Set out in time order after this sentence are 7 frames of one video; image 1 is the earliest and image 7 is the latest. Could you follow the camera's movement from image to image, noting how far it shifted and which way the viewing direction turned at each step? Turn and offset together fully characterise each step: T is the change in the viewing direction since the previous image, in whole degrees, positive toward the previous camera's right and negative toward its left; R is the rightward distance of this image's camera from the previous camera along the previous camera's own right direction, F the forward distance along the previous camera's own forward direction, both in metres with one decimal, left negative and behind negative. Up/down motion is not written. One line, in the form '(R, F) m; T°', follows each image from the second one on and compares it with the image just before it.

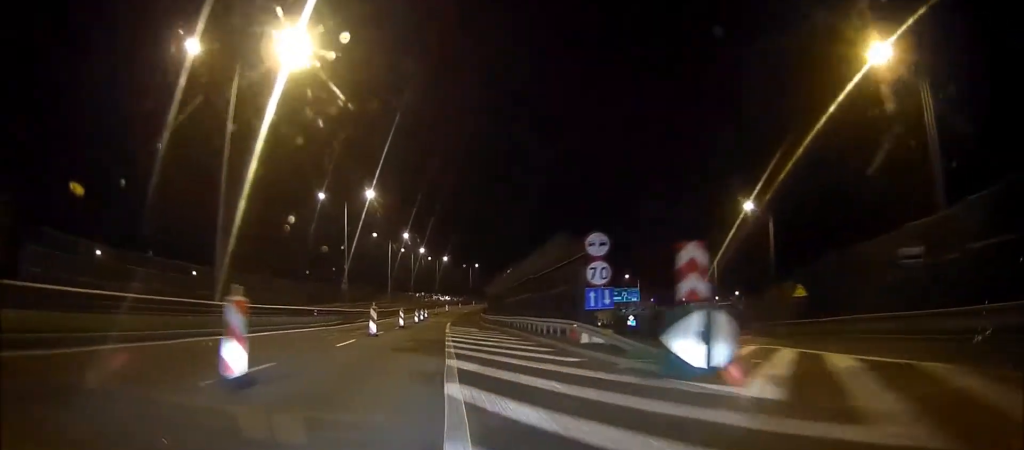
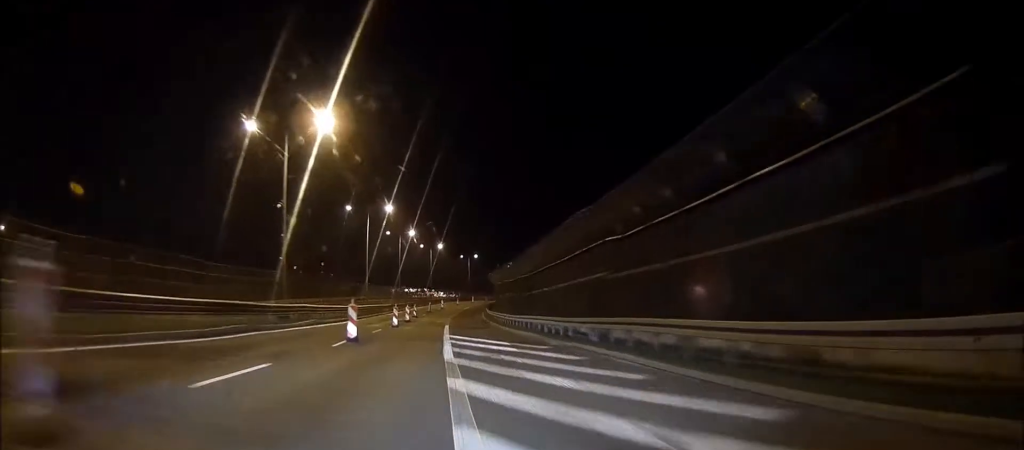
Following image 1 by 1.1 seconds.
(+0.2, +23.9) m; +1°
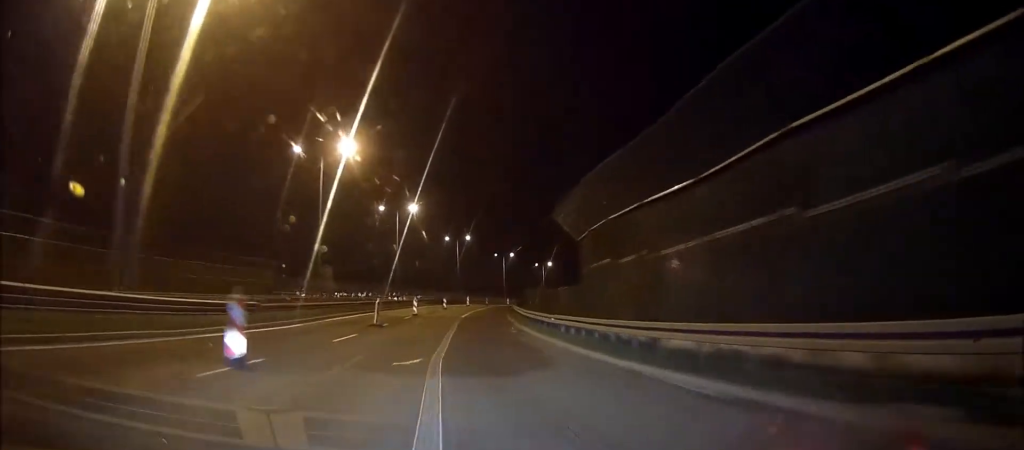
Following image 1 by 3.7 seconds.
(+2.2, +58.5) m; +12°
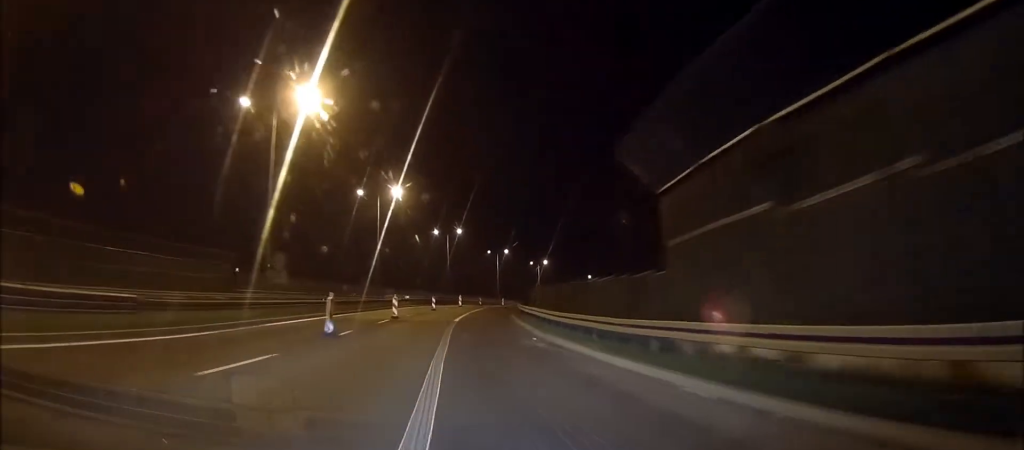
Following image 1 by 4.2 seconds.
(+1.3, +11.6) m; +5°
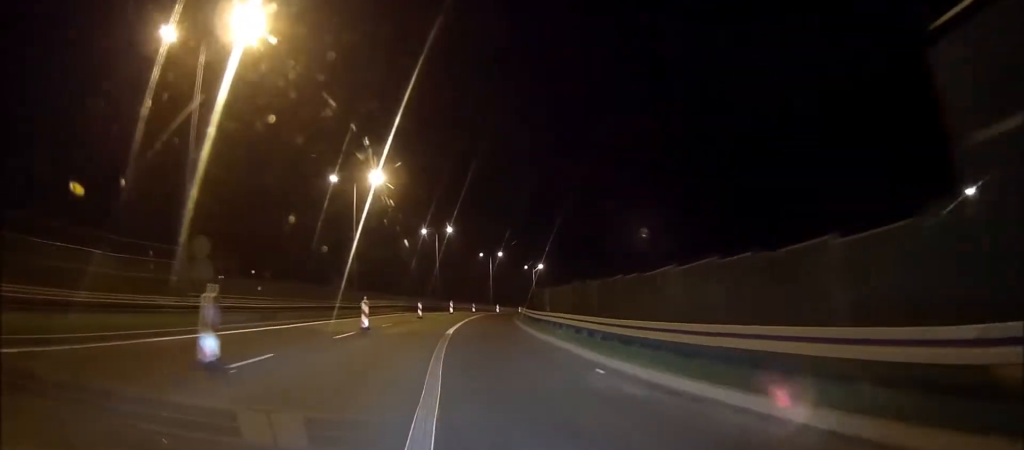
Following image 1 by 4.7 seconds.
(+1.1, +11.0) m; +5°
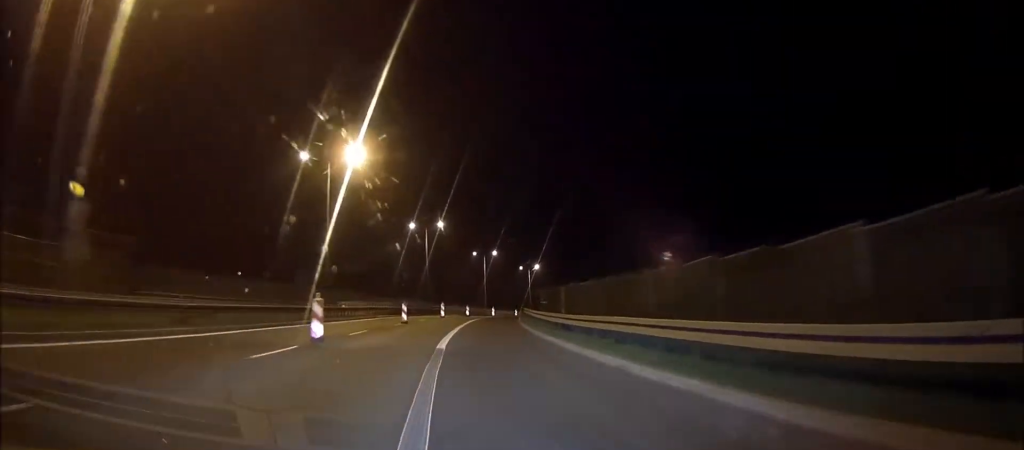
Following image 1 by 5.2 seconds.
(+0.2, +9.6) m; +1°
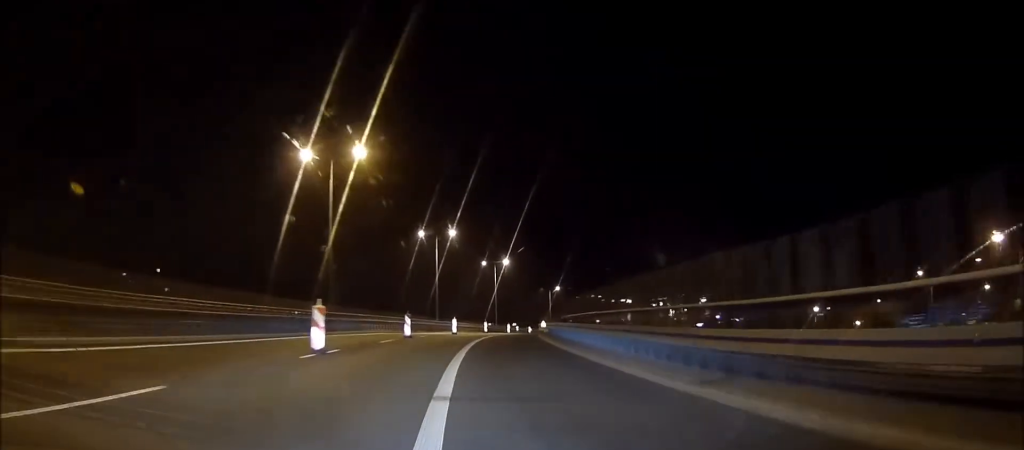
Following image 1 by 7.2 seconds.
(0.0, +45.1) m; 0°
